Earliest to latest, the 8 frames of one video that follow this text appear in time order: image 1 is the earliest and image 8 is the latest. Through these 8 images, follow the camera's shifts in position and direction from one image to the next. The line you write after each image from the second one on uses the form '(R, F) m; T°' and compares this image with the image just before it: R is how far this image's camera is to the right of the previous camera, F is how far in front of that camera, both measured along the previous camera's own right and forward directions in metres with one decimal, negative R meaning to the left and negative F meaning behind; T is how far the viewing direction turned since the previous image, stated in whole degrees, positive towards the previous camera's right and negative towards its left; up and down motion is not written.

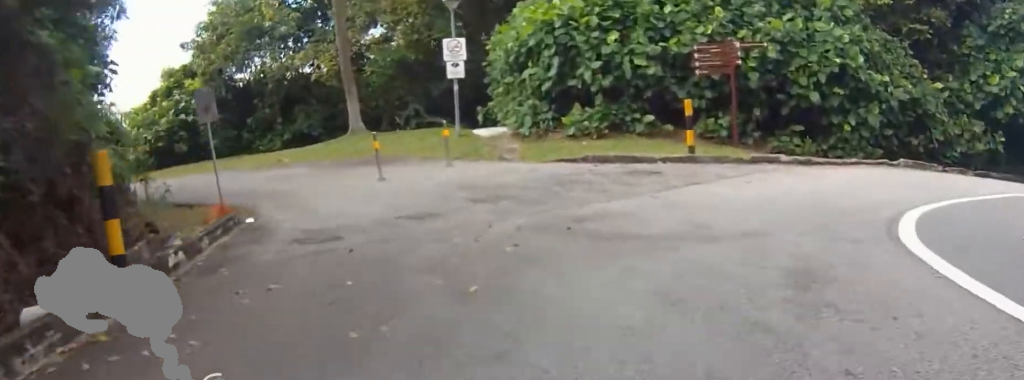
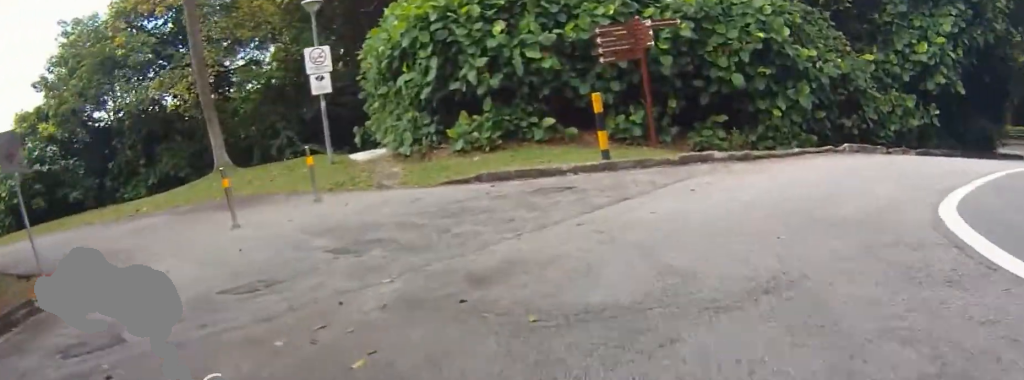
(-0.2, +3.5) m; -4°
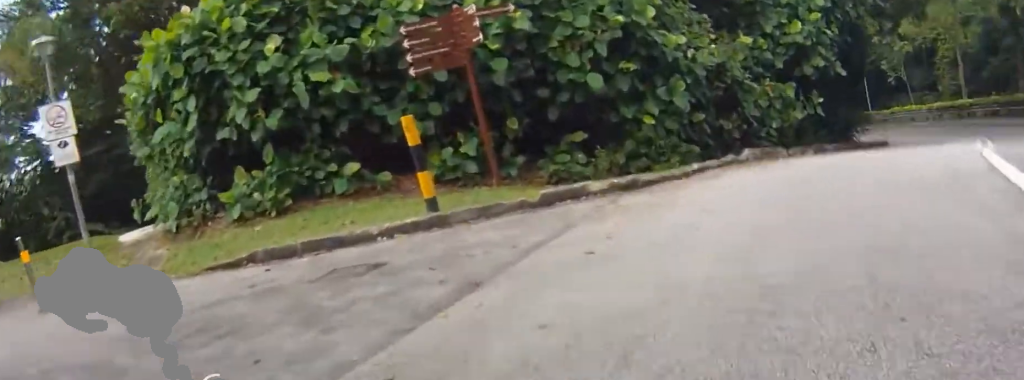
(-0.2, +5.7) m; +2°
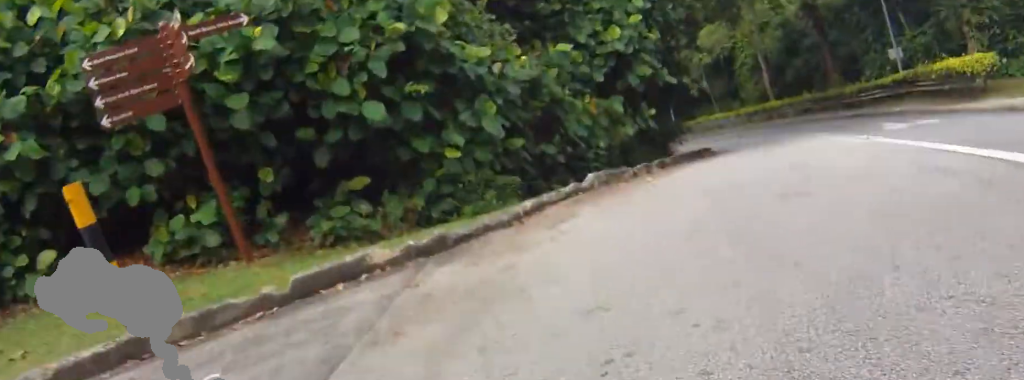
(-0.2, +4.3) m; +4°
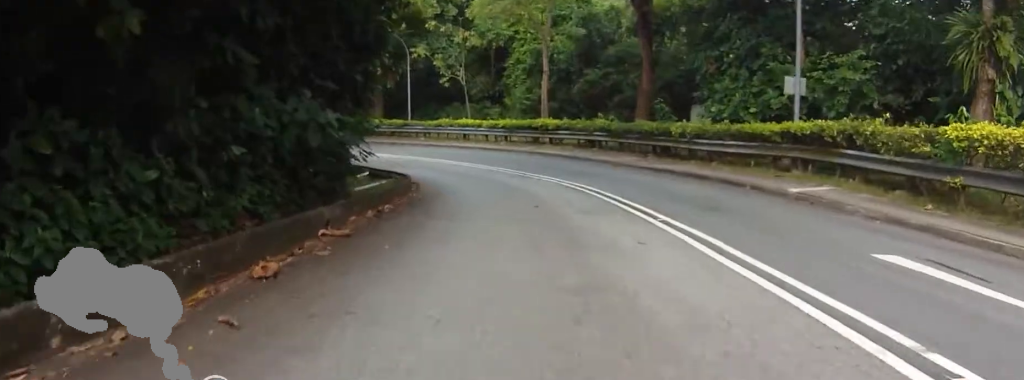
(+5.5, +17.4) m; +38°
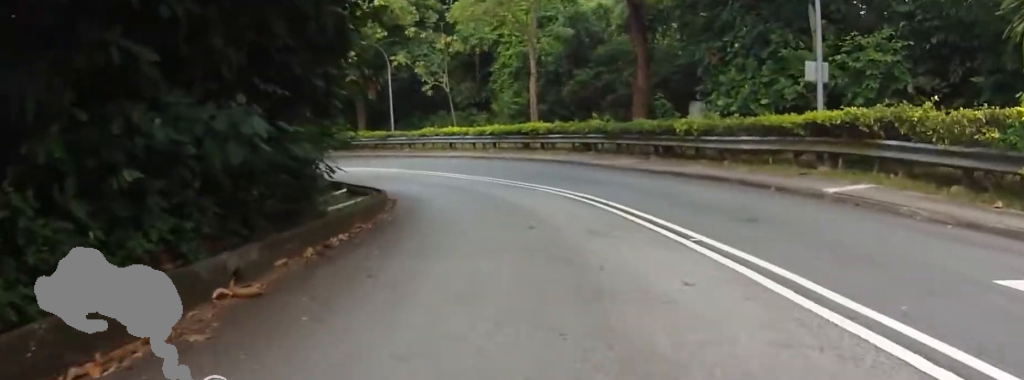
(+0.2, +2.5) m; +5°
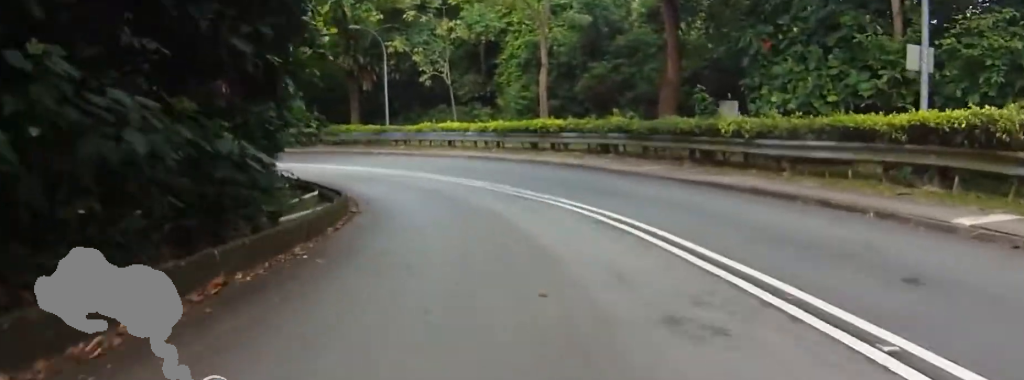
(+0.2, +4.0) m; +6°
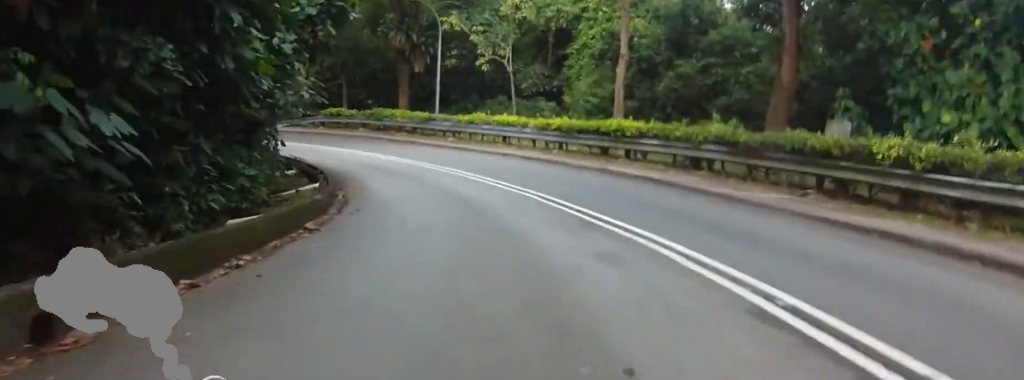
(+0.4, +4.5) m; 0°
